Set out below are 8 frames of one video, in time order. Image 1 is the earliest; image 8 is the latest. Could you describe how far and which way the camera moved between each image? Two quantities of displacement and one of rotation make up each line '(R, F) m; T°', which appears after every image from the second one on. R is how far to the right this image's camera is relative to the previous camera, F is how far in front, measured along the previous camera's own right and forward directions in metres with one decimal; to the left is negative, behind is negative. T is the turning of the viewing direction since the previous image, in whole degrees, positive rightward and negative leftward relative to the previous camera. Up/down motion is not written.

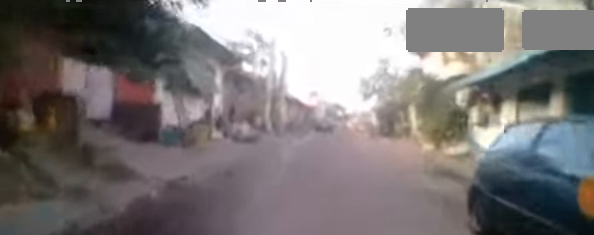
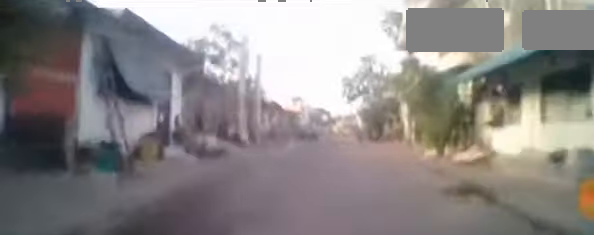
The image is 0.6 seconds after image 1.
(0.0, +2.6) m; 0°
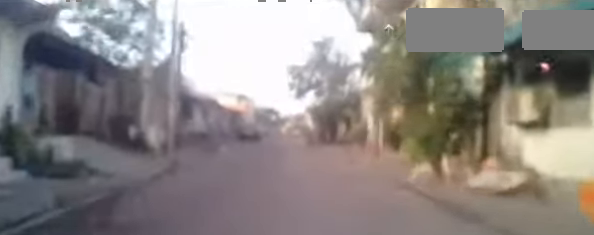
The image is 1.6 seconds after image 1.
(0.0, +6.0) m; -1°
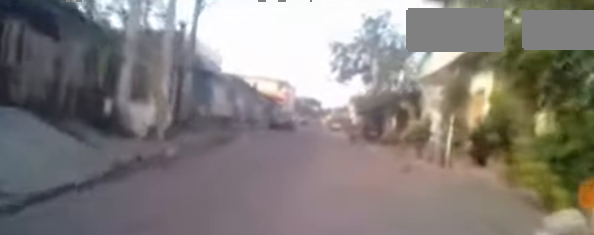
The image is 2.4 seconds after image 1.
(-0.1, +5.4) m; -2°
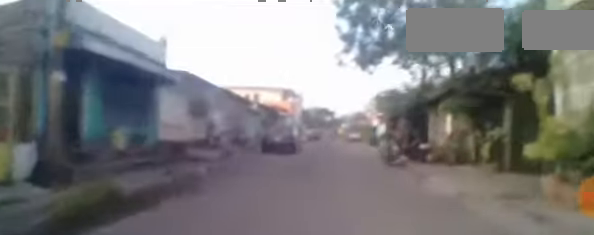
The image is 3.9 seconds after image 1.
(-0.2, +9.3) m; 0°
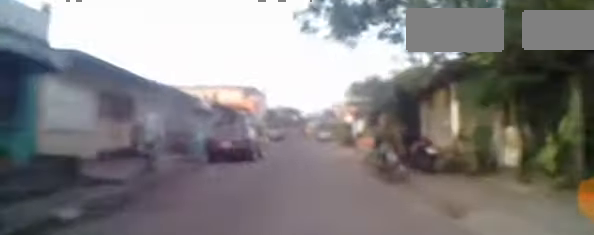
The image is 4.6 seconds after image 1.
(+0.1, +4.9) m; +1°
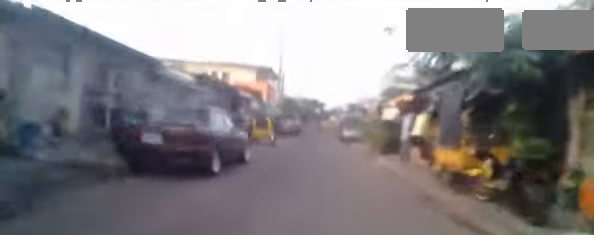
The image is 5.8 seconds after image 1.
(+0.2, +7.9) m; +1°
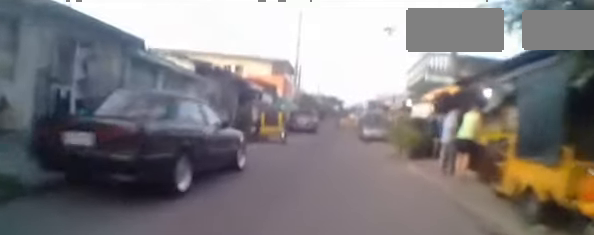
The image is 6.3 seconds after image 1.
(0.0, +2.9) m; 0°
